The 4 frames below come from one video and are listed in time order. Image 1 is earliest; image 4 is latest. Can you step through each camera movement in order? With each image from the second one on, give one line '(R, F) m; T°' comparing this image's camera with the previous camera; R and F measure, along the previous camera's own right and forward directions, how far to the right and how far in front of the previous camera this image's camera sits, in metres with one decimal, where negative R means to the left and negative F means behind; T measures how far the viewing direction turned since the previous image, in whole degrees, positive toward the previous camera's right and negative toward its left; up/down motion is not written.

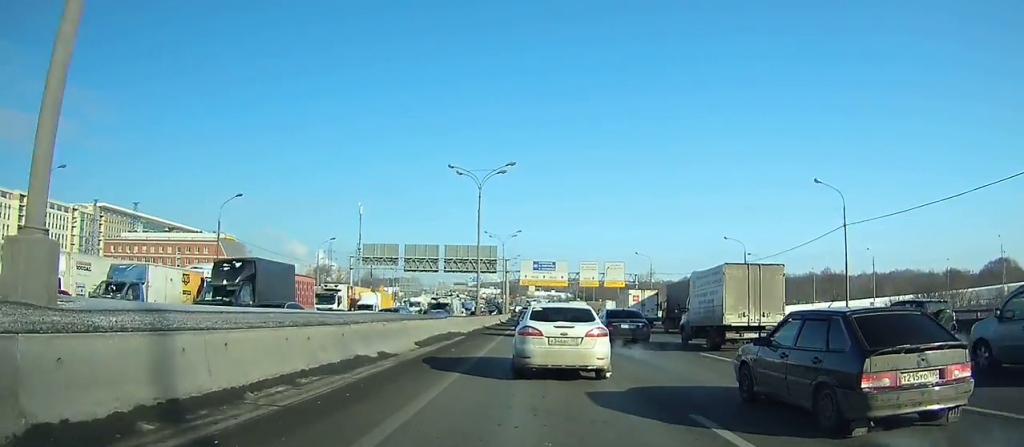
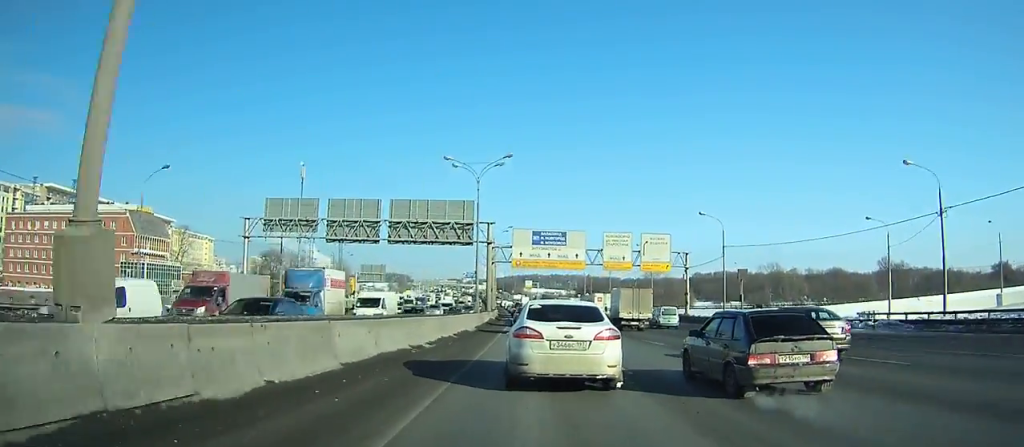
(+0.4, +35.8) m; +1°
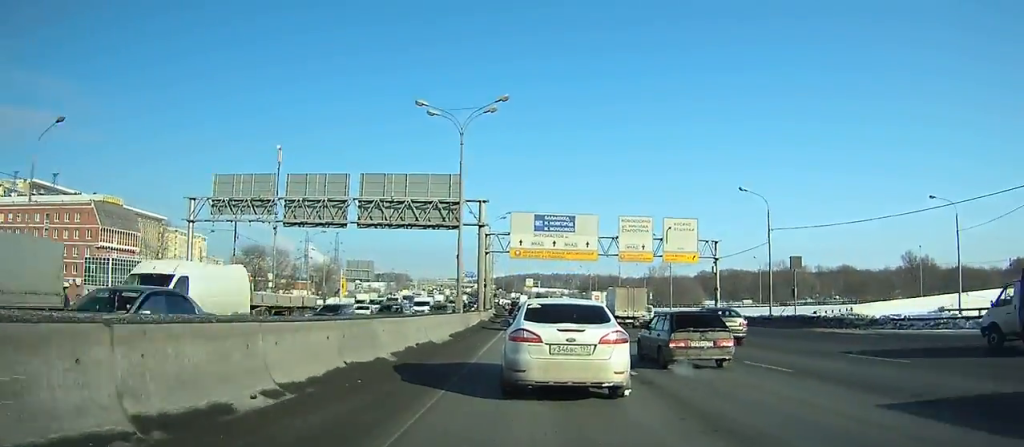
(+0.1, +12.2) m; 0°
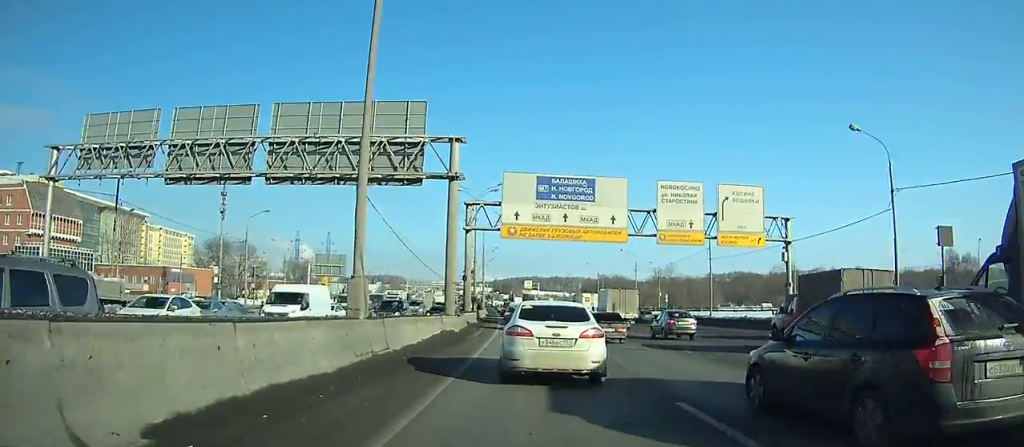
(-0.1, +19.6) m; -1°
